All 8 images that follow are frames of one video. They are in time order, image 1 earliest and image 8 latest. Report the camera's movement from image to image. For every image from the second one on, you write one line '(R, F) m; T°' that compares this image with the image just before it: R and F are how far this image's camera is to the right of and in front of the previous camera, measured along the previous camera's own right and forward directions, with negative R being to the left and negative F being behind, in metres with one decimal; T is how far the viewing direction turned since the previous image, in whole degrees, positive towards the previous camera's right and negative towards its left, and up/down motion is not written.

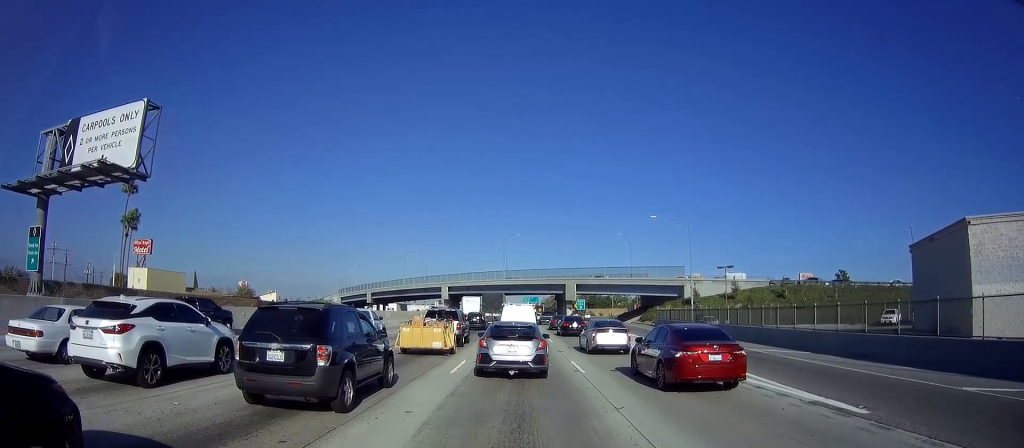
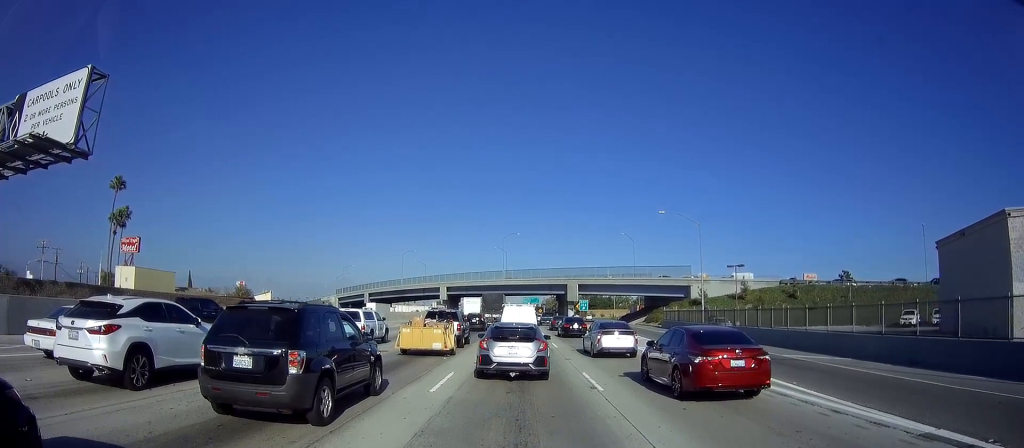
(+0.1, +3.3) m; +2°
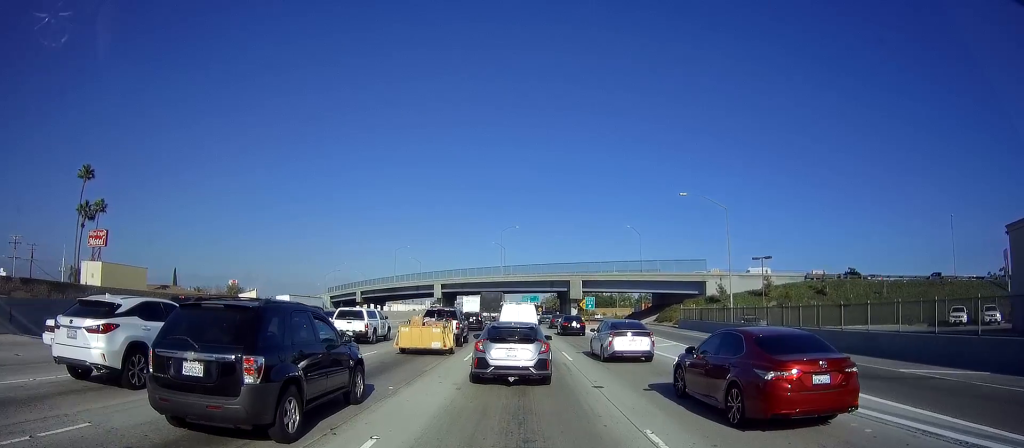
(-0.1, +7.6) m; 0°
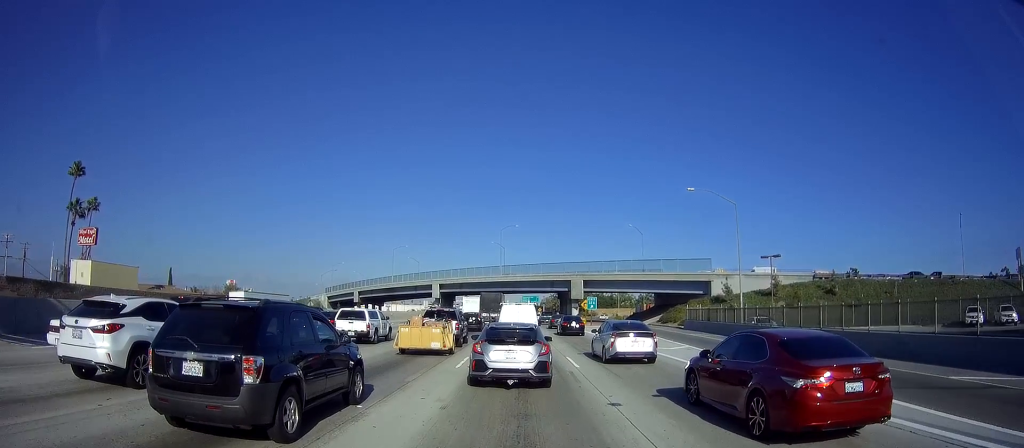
(+0.1, +2.2) m; +1°
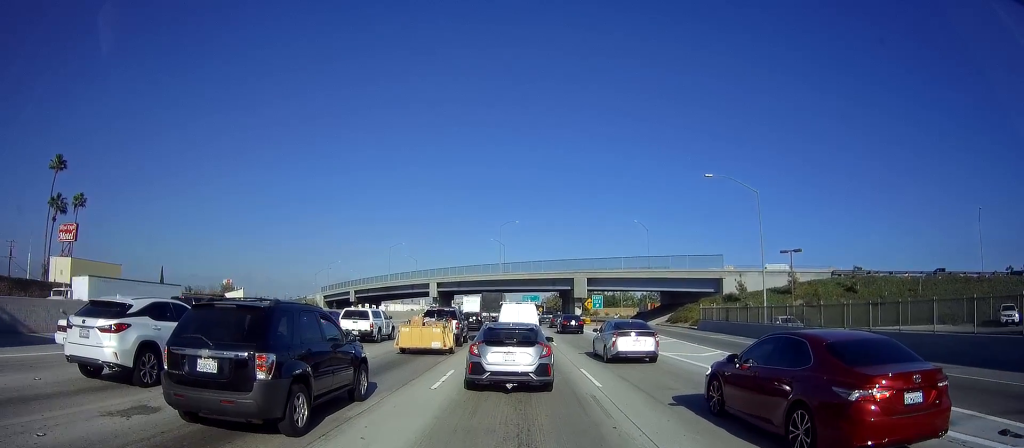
(+0.1, +4.4) m; +1°
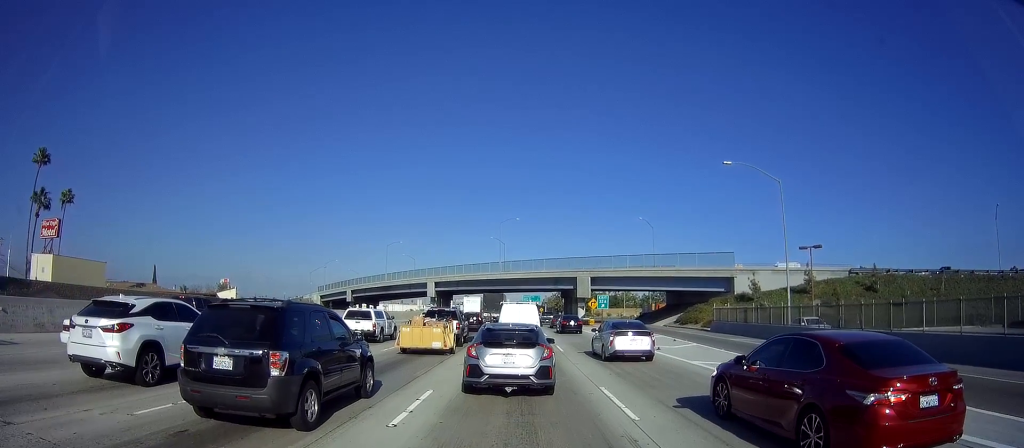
(0.0, +3.6) m; 0°
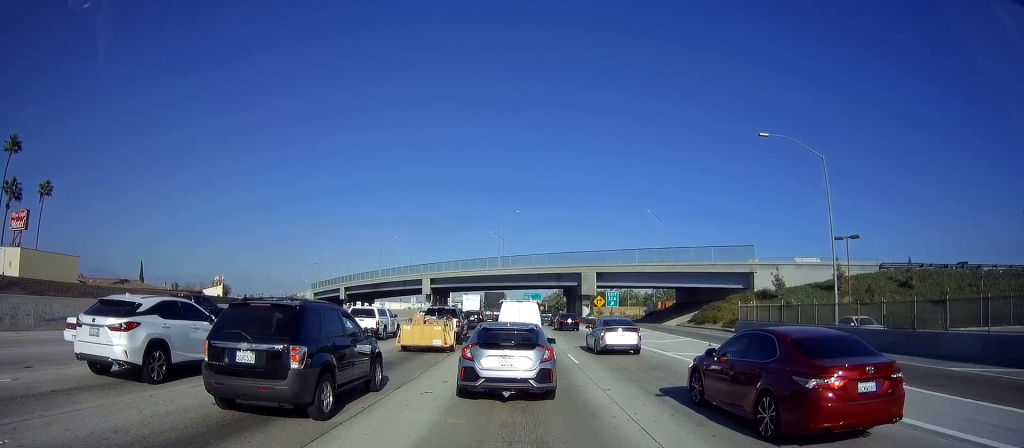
(0.0, +5.4) m; 0°
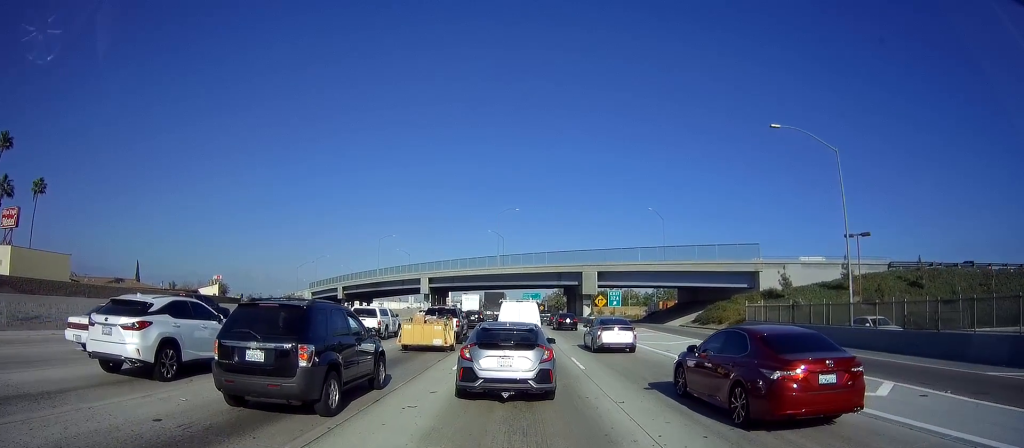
(0.0, +1.5) m; 0°
